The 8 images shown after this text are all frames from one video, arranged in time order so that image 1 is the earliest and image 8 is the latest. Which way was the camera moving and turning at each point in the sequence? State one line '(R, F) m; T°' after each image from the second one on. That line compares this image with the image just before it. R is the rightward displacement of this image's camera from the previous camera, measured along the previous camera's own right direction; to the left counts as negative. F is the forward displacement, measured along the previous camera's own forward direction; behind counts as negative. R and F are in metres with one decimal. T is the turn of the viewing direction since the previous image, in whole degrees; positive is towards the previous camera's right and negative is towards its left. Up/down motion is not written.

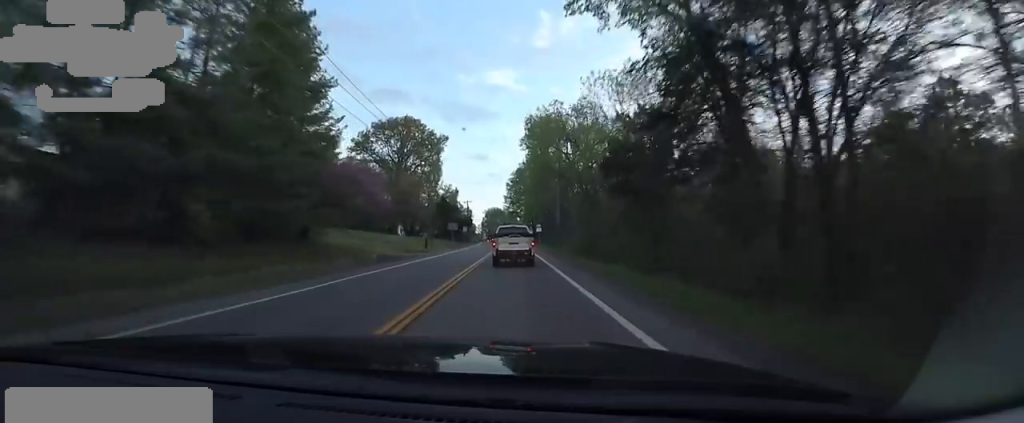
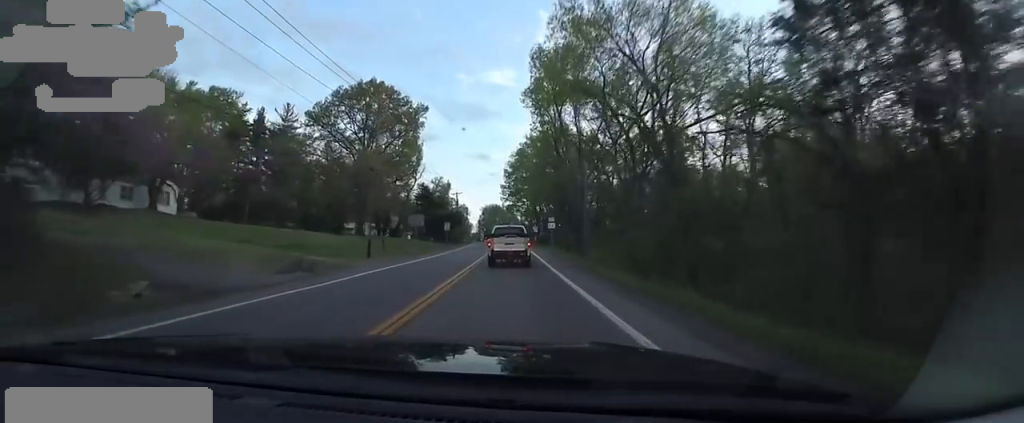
(+0.2, +21.1) m; 0°
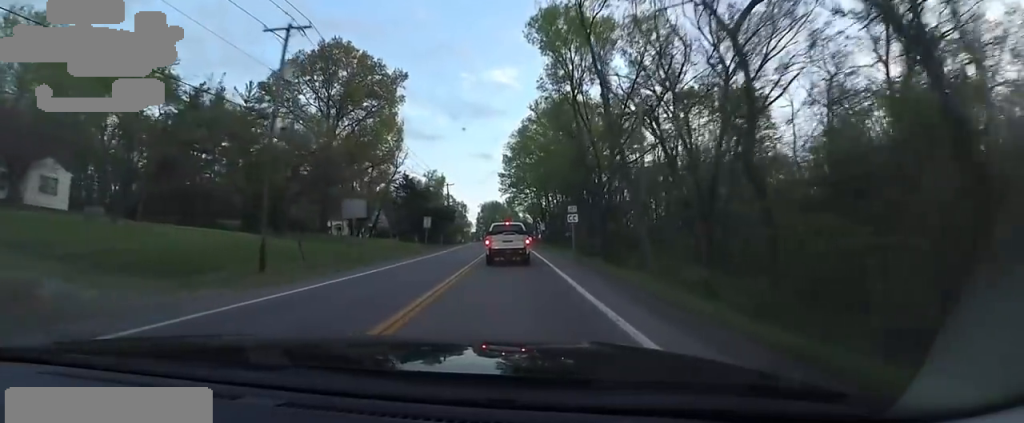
(-0.2, +14.6) m; -2°
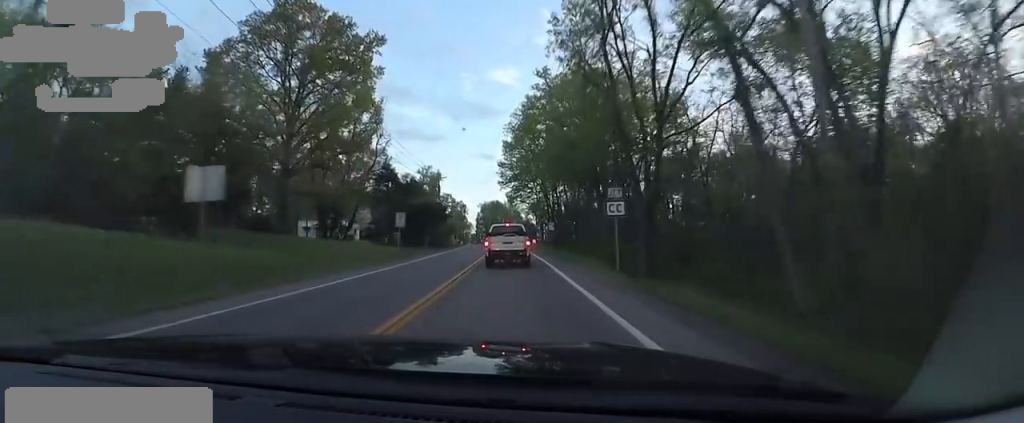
(-0.2, +11.5) m; -2°
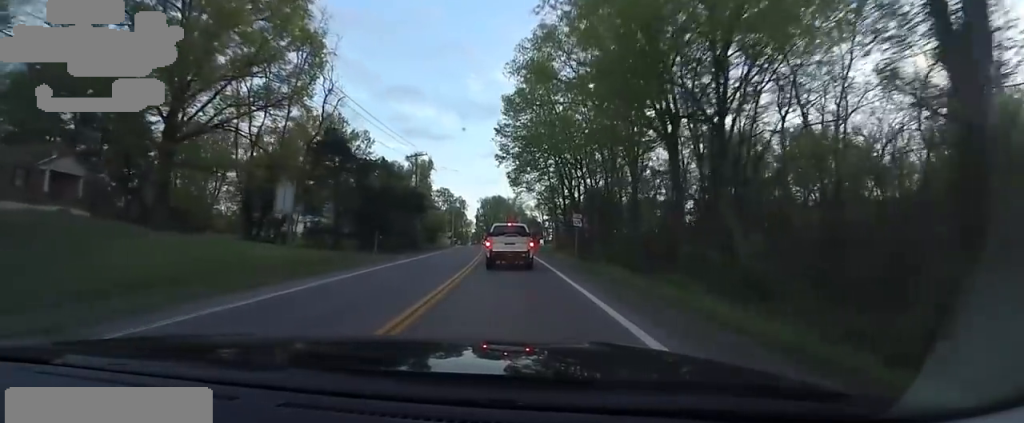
(-0.2, +18.7) m; +1°
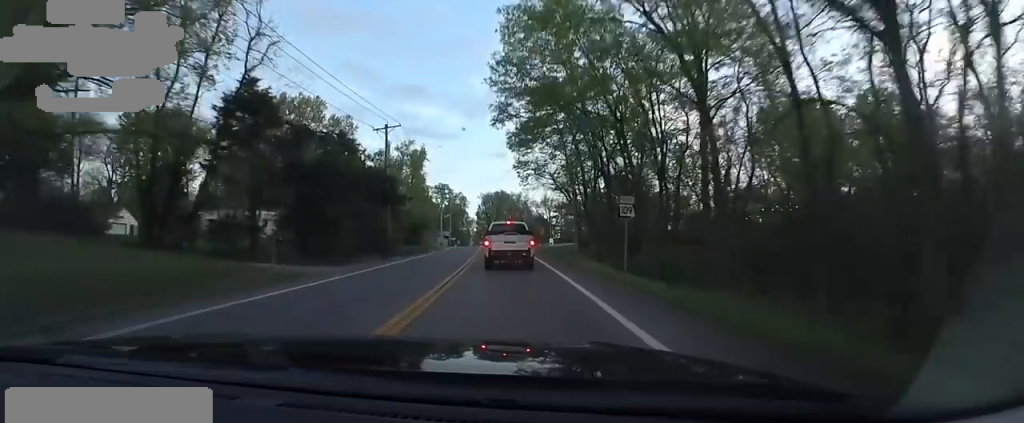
(+0.5, +13.4) m; +1°
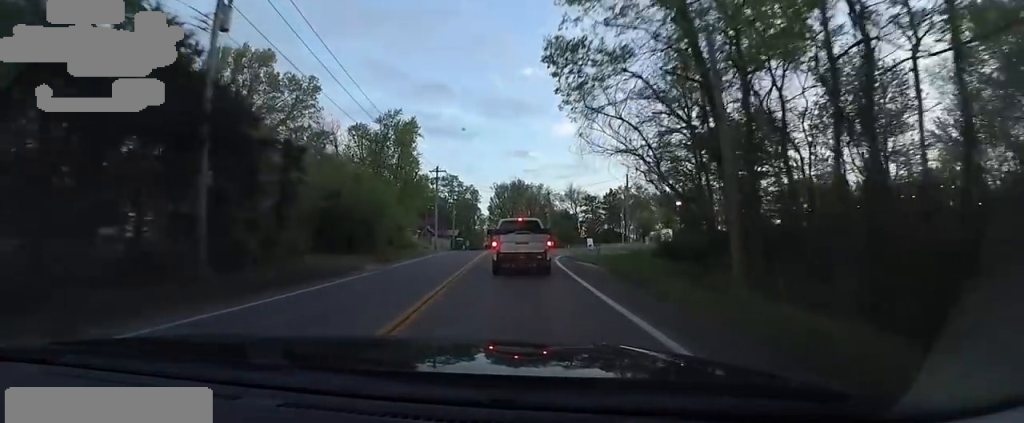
(-0.3, +23.4) m; -2°
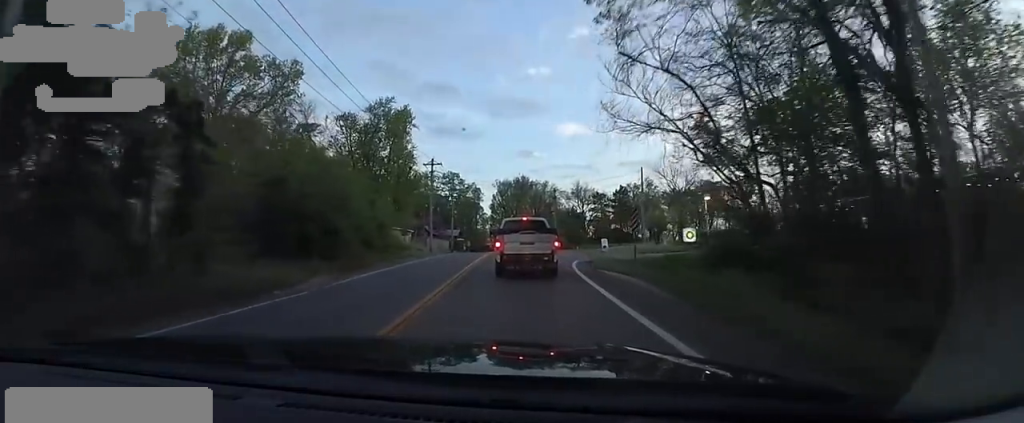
(-0.2, +6.4) m; 0°
